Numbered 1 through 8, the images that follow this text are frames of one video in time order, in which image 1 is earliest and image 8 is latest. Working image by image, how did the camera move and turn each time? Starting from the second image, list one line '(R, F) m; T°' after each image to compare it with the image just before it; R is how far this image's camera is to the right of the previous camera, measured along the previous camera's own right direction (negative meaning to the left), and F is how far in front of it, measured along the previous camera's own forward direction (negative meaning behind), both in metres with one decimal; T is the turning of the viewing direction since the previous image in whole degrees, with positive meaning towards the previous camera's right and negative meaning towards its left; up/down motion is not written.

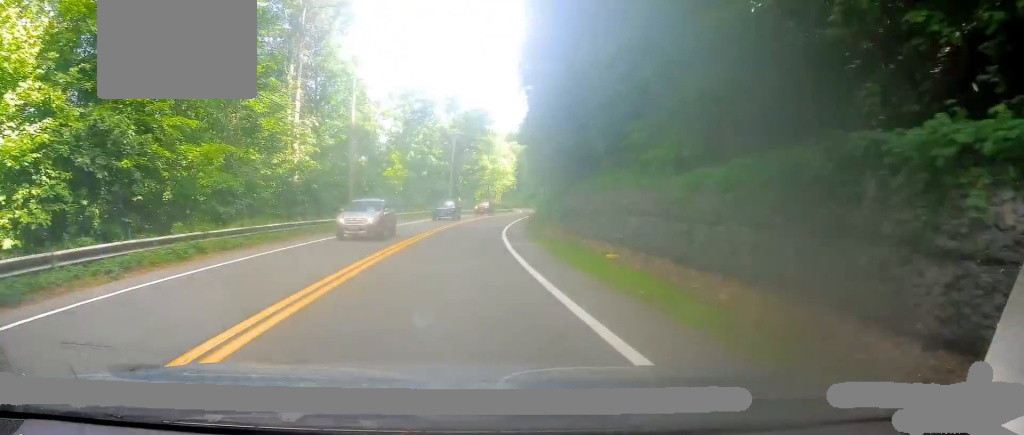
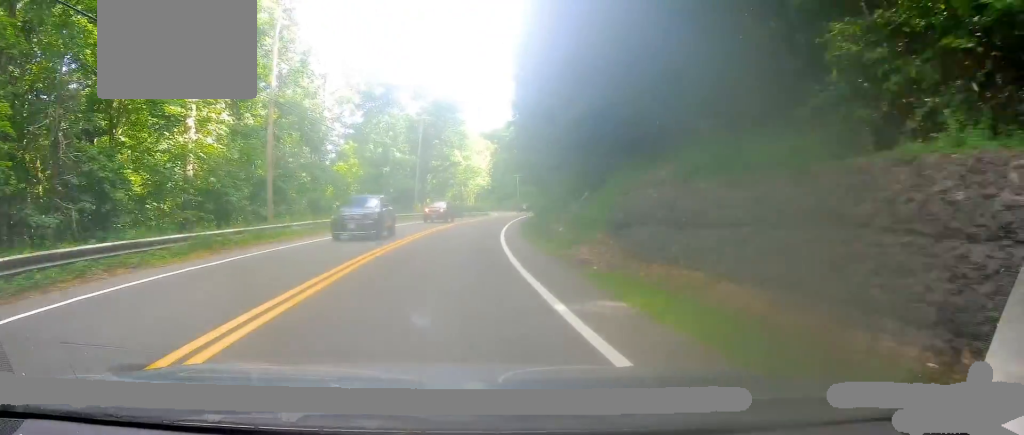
(0.0, +14.7) m; 0°
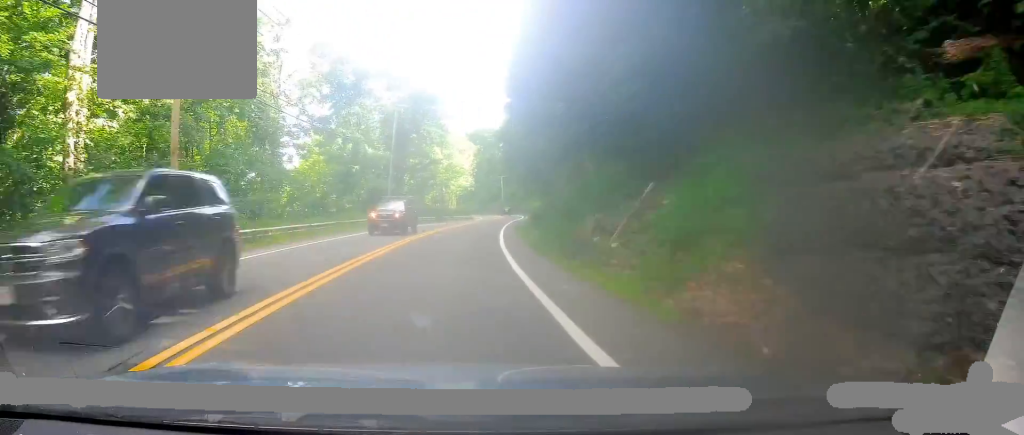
(0.0, +9.7) m; +1°
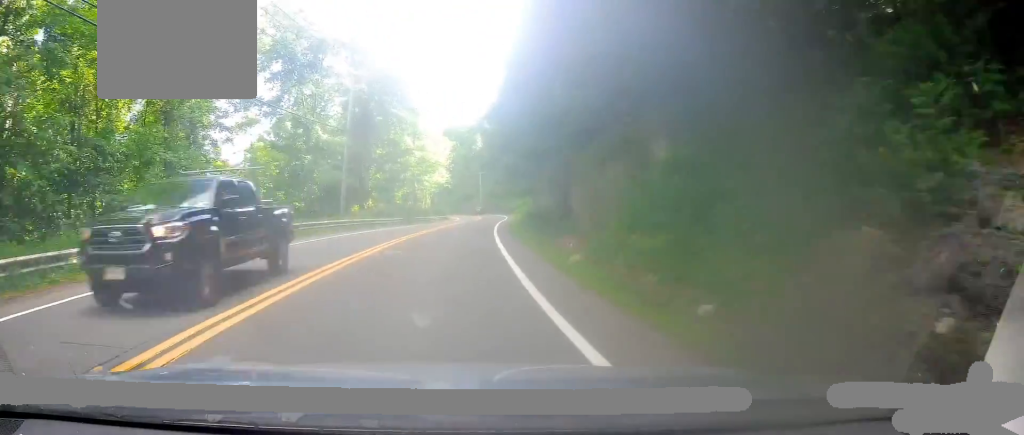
(+0.1, +12.3) m; +2°
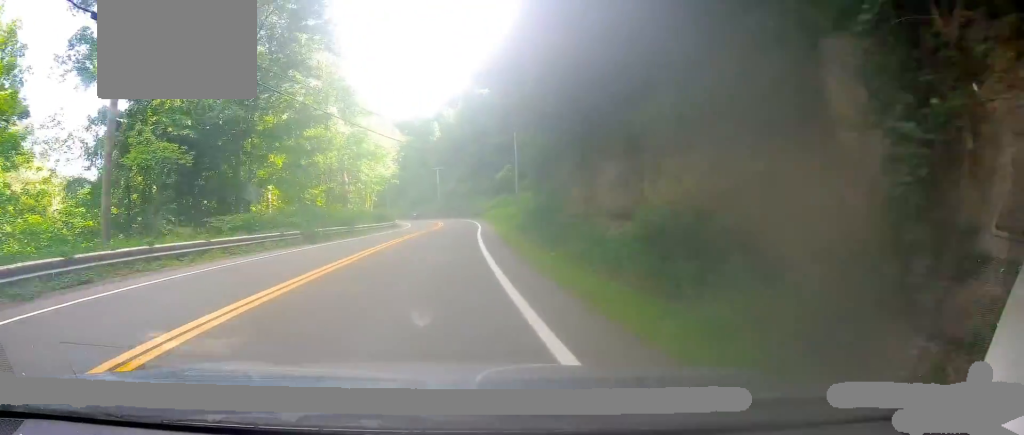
(+1.5, +25.9) m; +5°
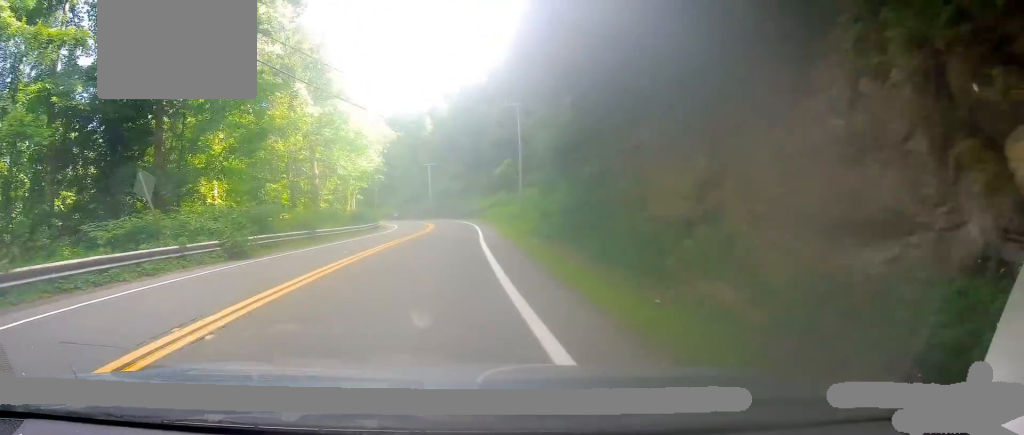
(+0.2, +9.7) m; +1°
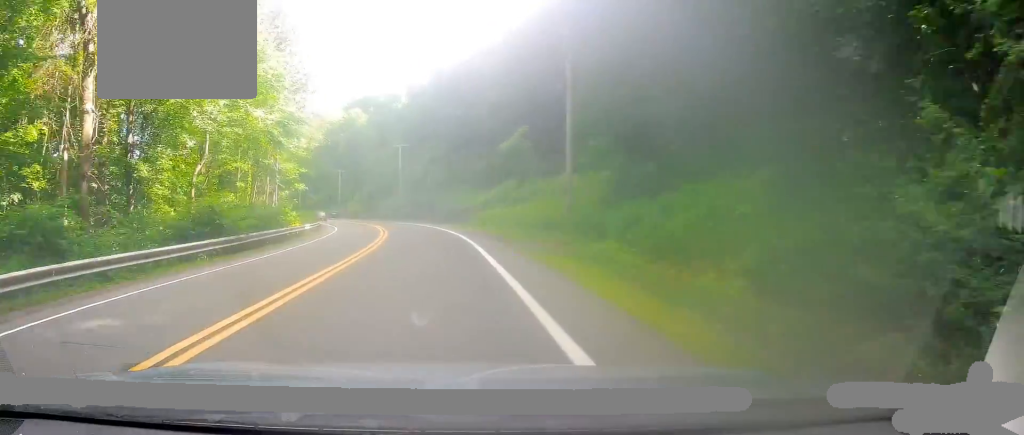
(+0.4, +29.1) m; +2°
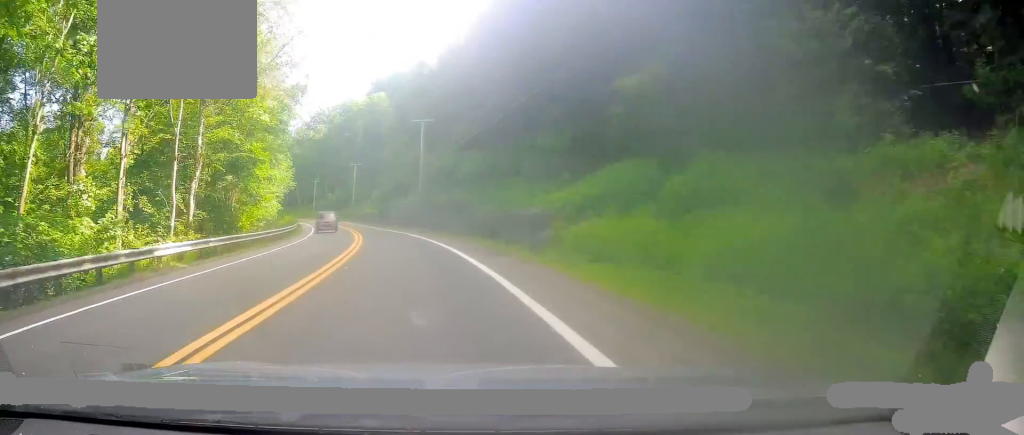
(+0.2, +23.9) m; -1°
